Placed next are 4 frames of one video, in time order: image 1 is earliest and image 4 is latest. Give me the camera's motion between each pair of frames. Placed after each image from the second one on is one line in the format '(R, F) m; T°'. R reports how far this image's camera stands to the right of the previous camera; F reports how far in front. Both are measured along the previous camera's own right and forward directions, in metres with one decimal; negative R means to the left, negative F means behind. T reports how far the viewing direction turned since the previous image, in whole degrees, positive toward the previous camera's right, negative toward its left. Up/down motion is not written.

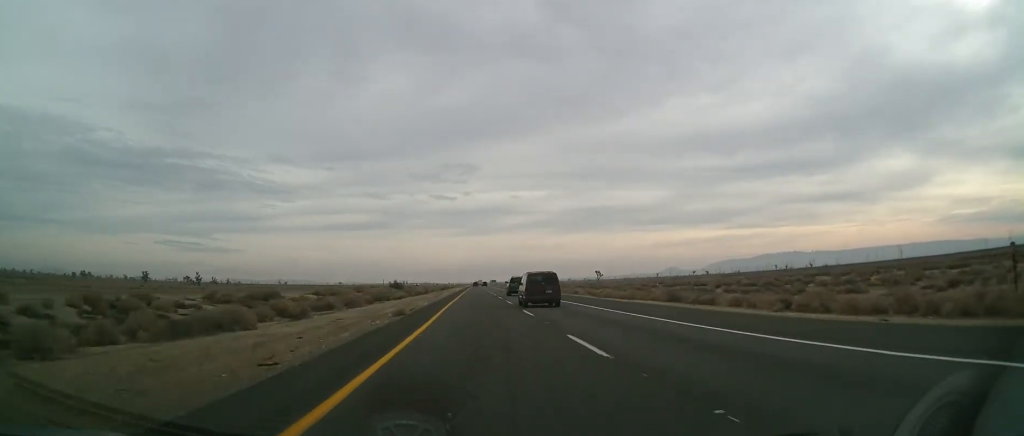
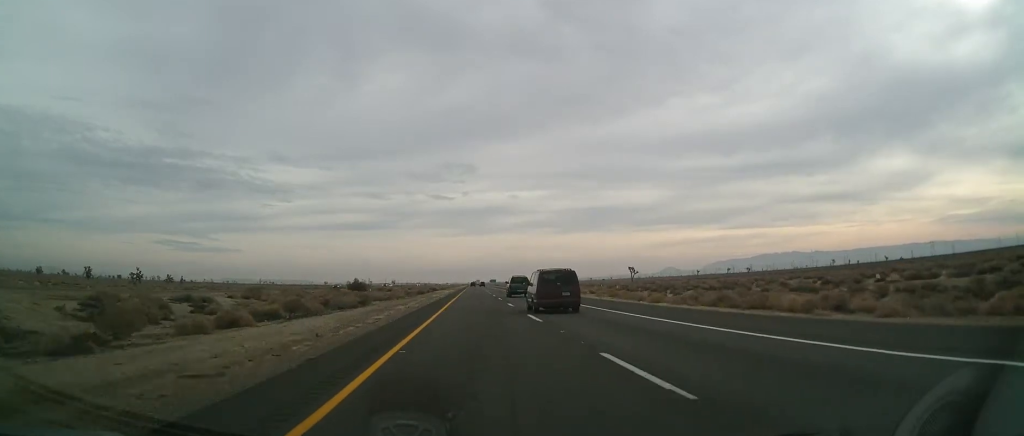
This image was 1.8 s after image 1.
(+0.1, +62.6) m; 0°
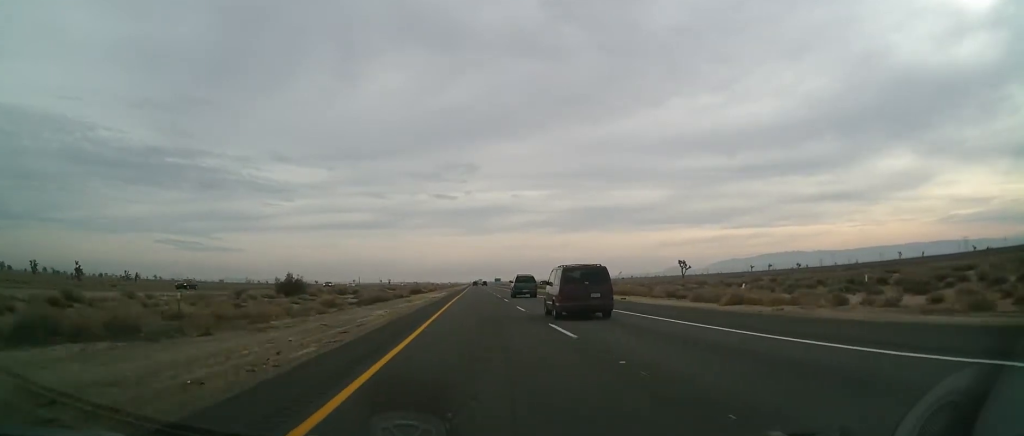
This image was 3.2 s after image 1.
(-0.1, +50.6) m; +1°
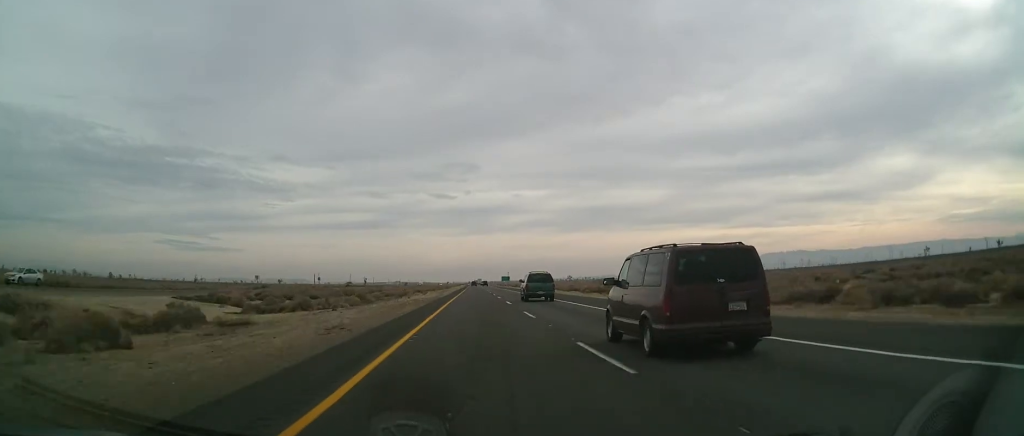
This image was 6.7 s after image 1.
(+0.8, +122.3) m; 0°
